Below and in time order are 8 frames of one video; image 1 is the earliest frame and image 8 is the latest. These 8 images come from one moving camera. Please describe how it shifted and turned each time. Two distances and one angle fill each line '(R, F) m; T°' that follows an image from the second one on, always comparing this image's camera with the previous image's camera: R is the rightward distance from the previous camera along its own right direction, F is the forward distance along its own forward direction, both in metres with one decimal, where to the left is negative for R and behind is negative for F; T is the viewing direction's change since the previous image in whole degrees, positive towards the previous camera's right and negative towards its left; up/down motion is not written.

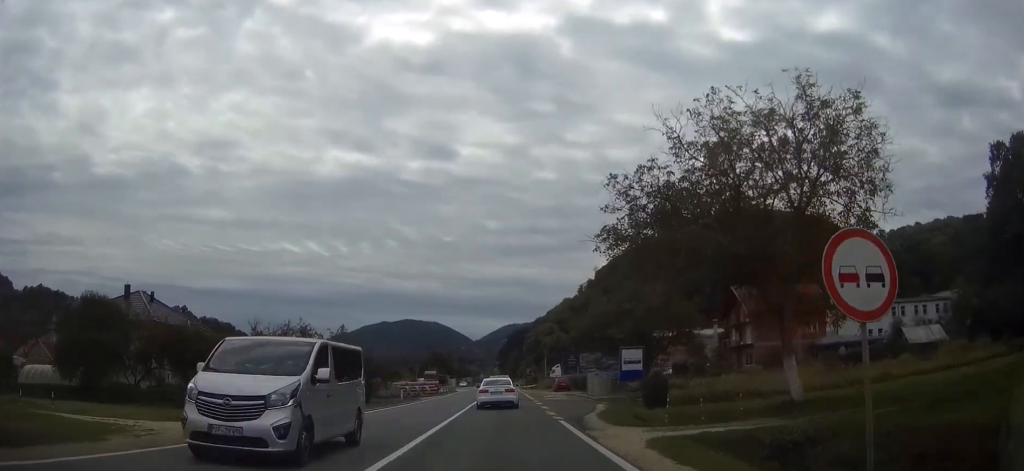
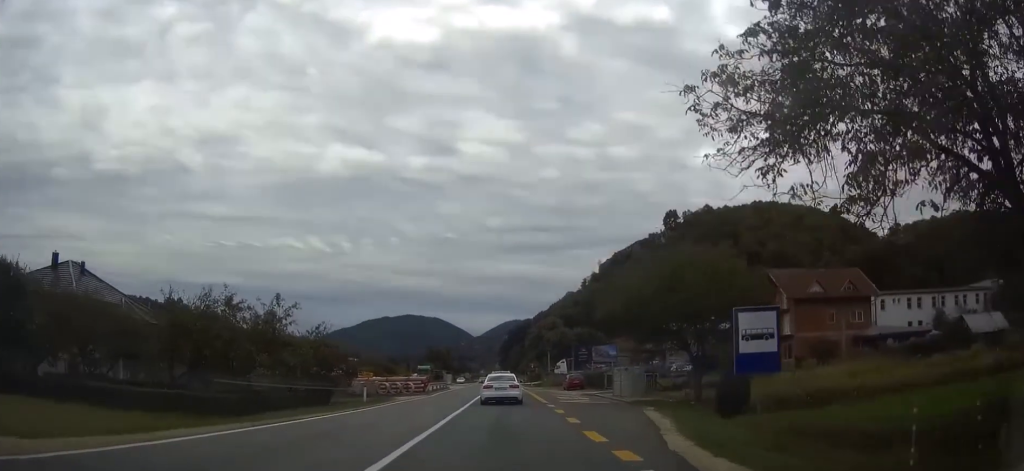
(0.0, +12.7) m; 0°
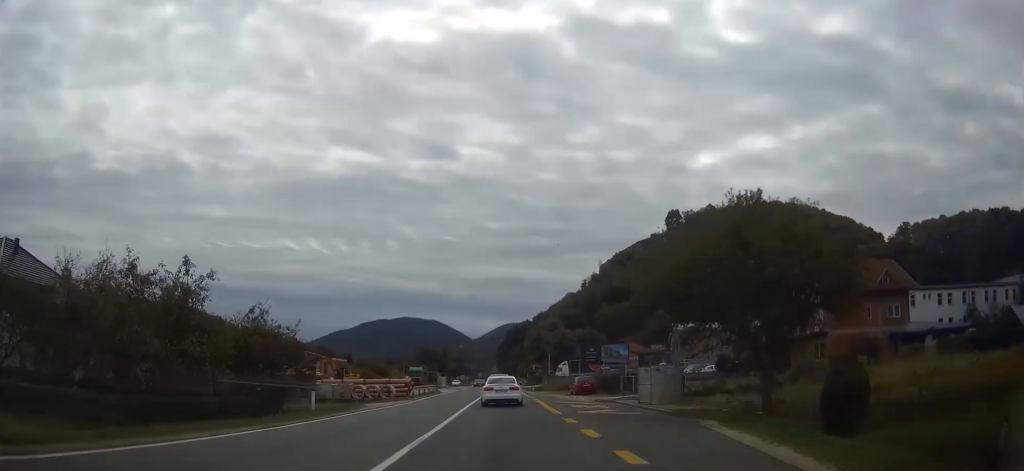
(-0.1, +9.0) m; 0°
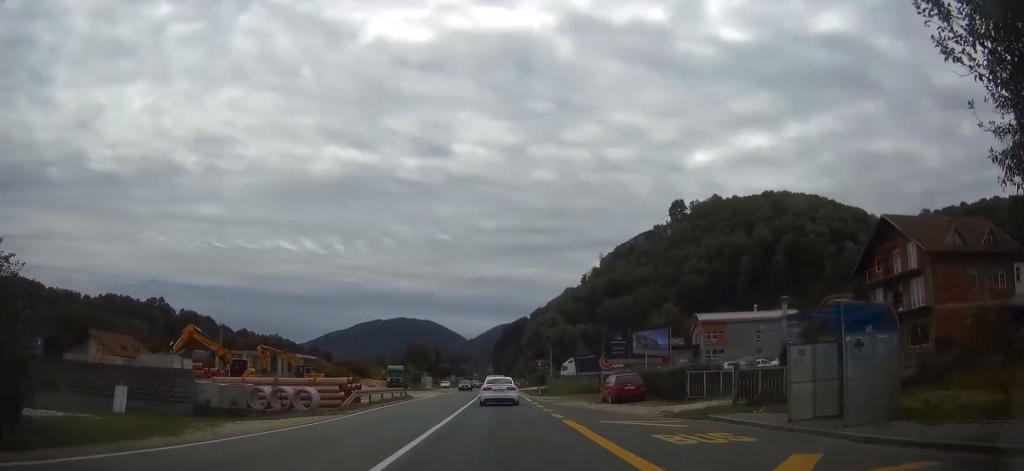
(+0.1, +19.5) m; 0°
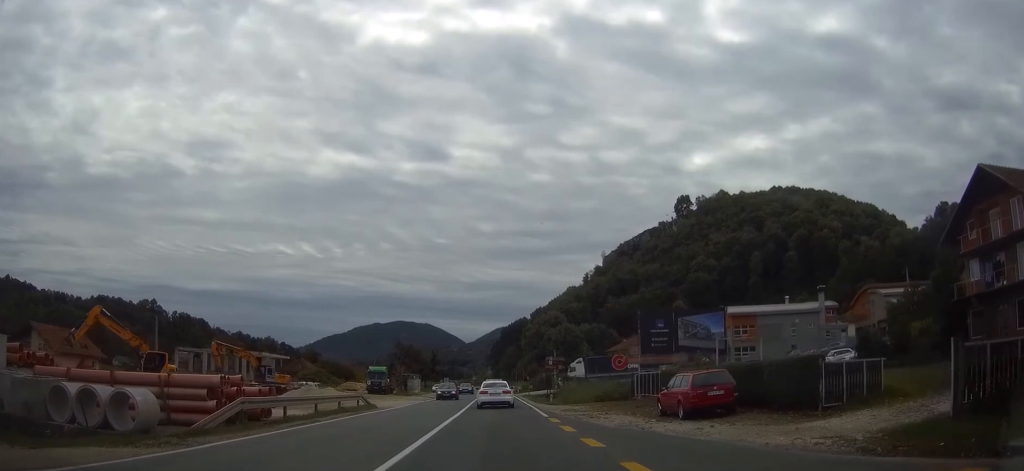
(0.0, +14.3) m; 0°
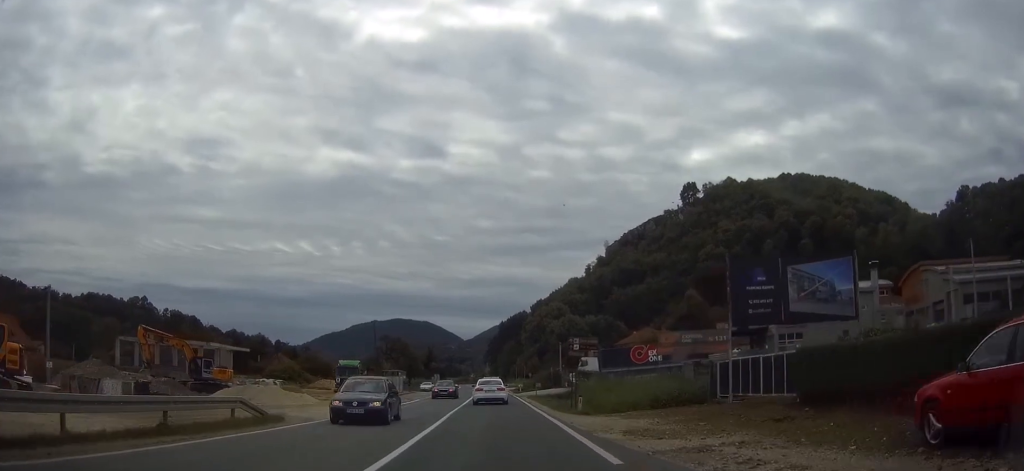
(0.0, +16.0) m; 0°
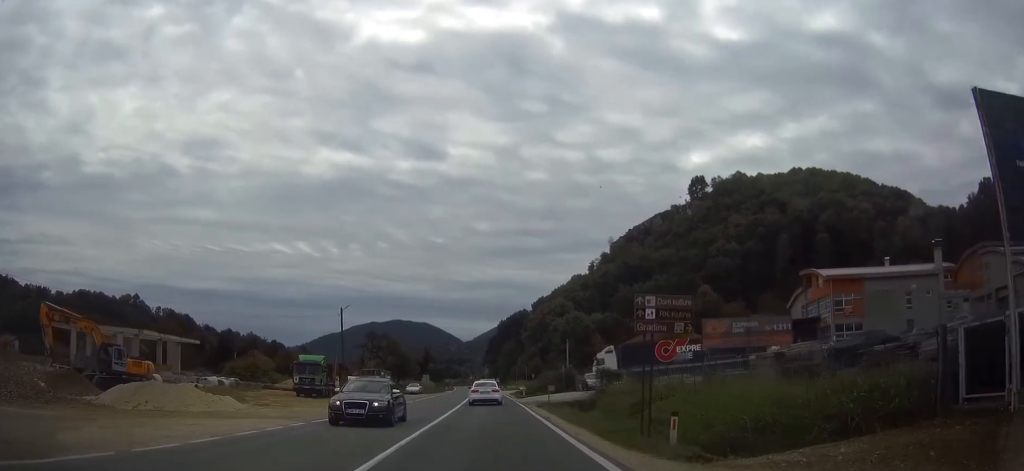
(0.0, +14.5) m; 0°
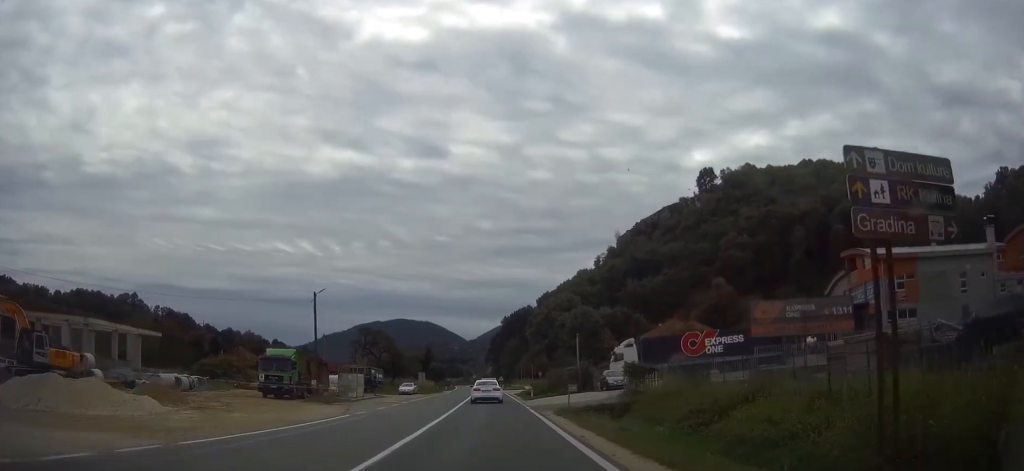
(0.0, +9.3) m; 0°
